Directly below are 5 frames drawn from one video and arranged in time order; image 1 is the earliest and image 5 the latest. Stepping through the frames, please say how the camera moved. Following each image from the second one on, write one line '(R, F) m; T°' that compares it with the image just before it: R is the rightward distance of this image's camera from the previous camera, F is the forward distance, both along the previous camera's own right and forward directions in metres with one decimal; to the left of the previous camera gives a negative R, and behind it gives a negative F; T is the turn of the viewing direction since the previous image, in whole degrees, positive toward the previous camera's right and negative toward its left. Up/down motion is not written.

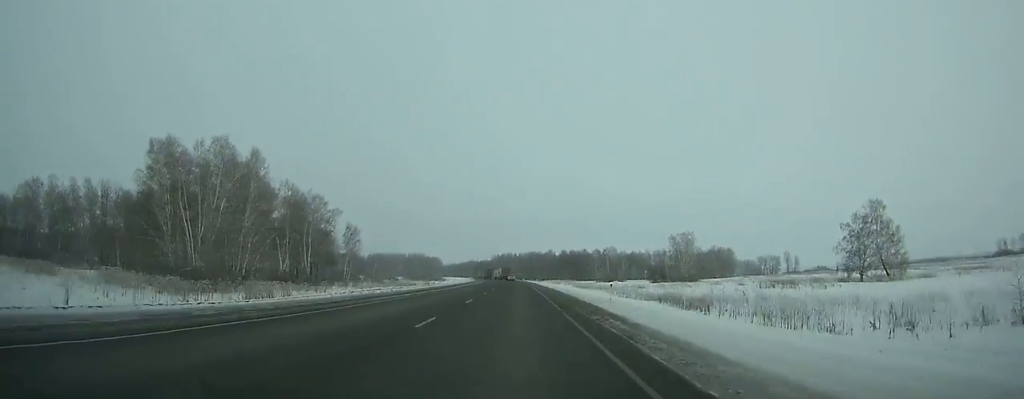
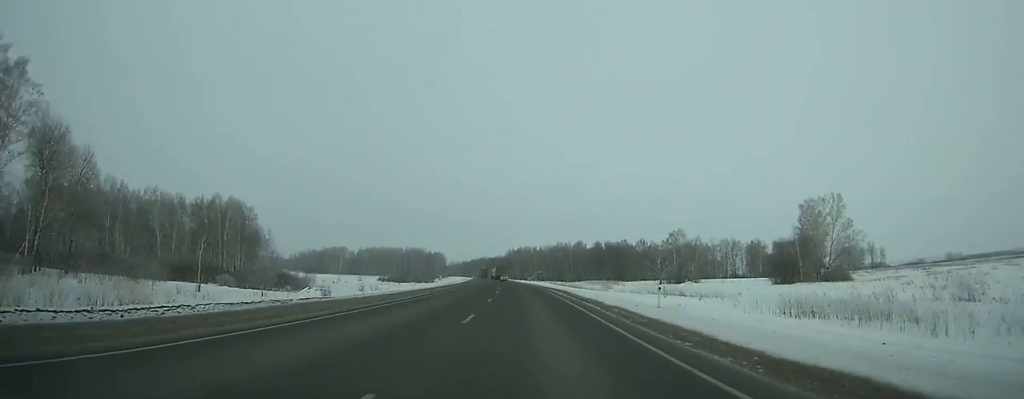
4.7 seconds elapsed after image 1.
(-1.9, +107.4) m; -2°
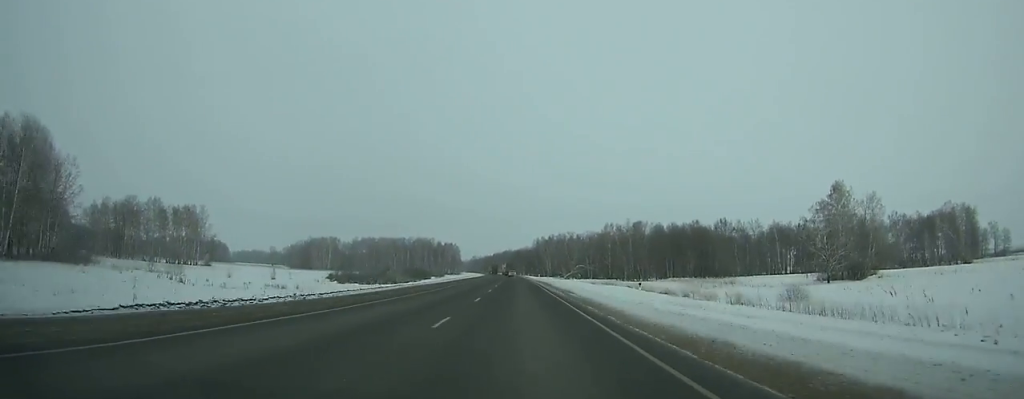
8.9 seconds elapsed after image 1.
(-2.0, +97.8) m; -2°
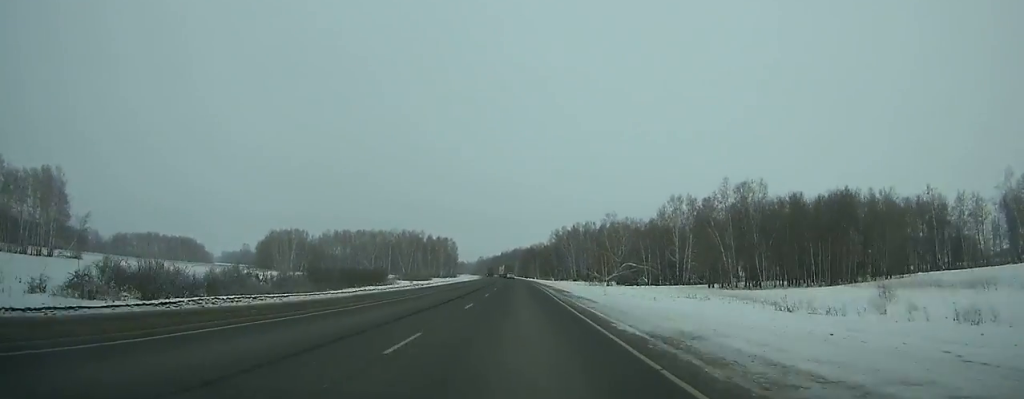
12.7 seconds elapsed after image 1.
(-1.0, +89.6) m; -1°
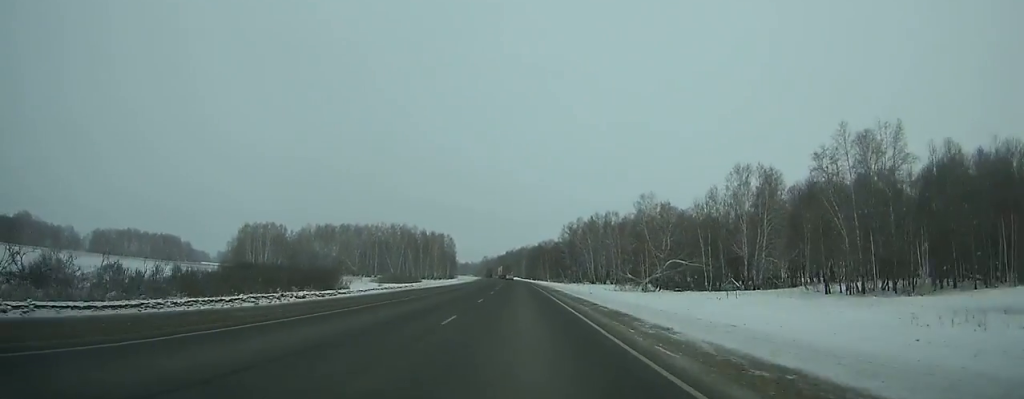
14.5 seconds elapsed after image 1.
(-0.1, +43.0) m; -1°
